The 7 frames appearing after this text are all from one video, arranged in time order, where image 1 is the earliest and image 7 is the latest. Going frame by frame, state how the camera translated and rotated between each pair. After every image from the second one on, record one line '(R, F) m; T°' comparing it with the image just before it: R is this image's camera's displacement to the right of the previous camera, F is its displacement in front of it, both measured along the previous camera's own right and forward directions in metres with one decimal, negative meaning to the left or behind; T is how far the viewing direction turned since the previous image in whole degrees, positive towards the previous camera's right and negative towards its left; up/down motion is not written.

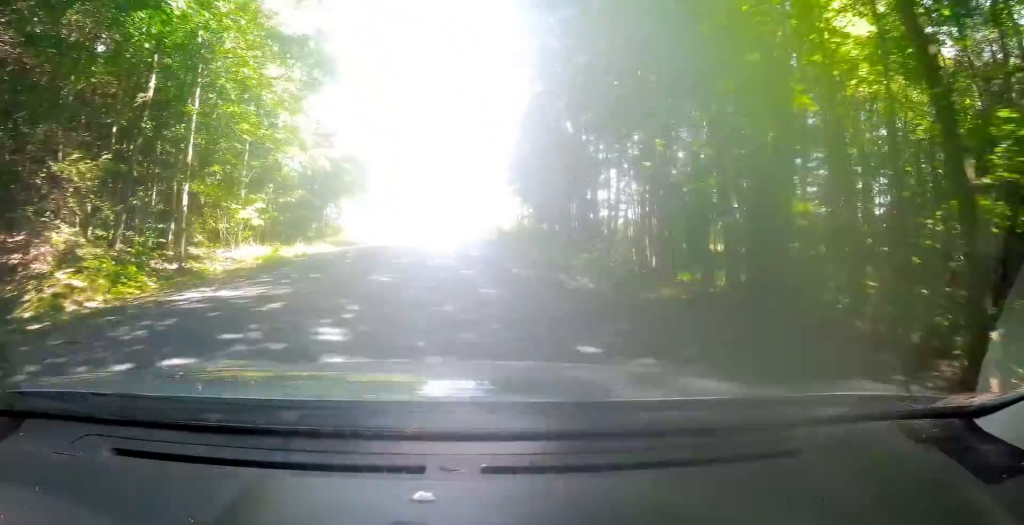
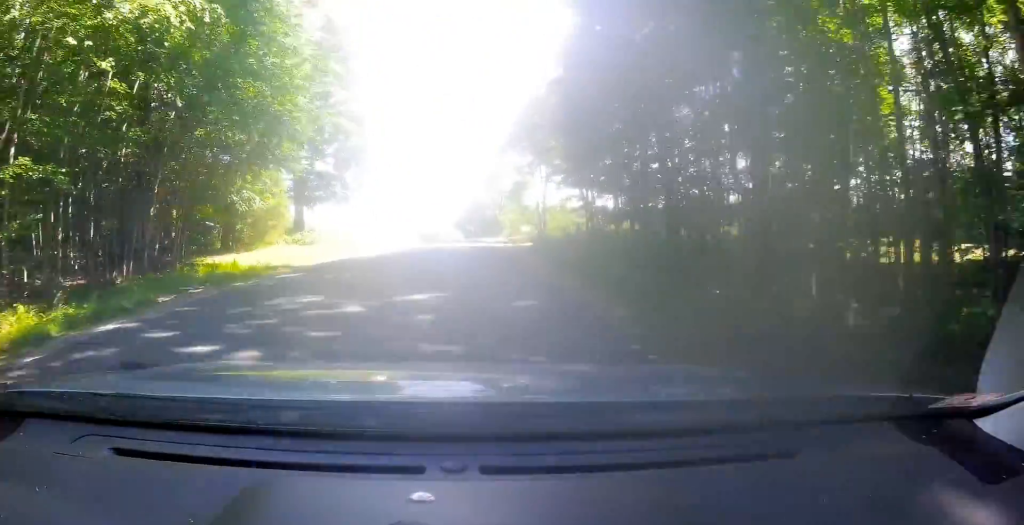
(+0.6, +23.8) m; +2°
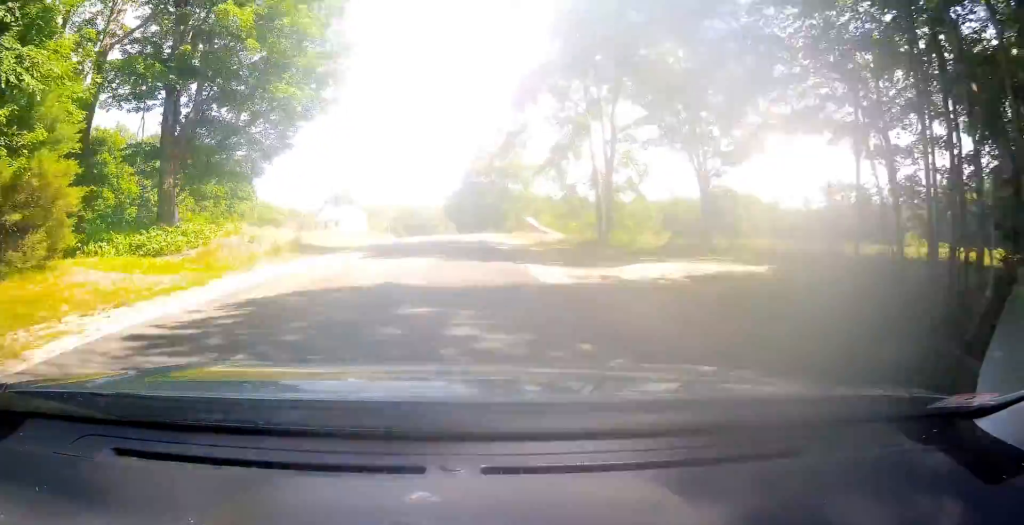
(+0.3, +21.8) m; +2°
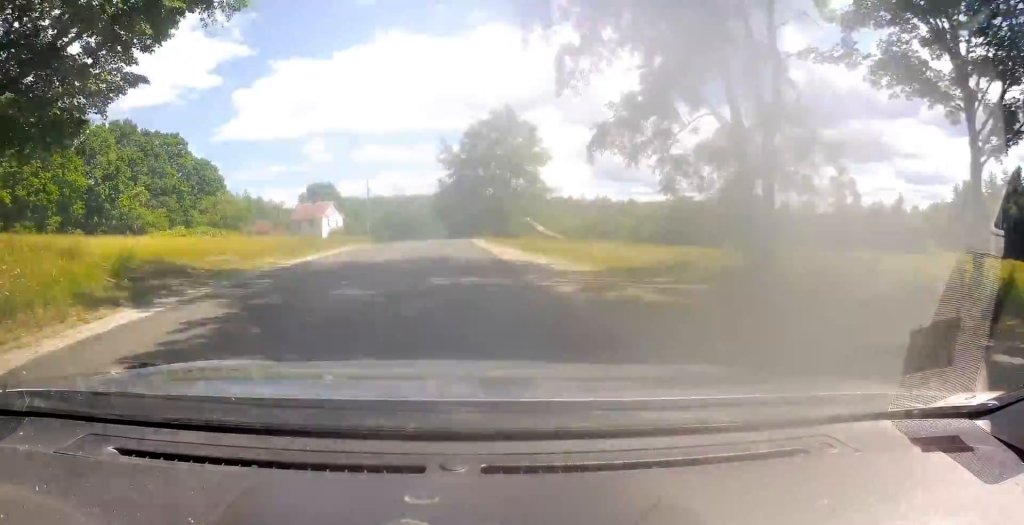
(+0.1, +14.4) m; 0°
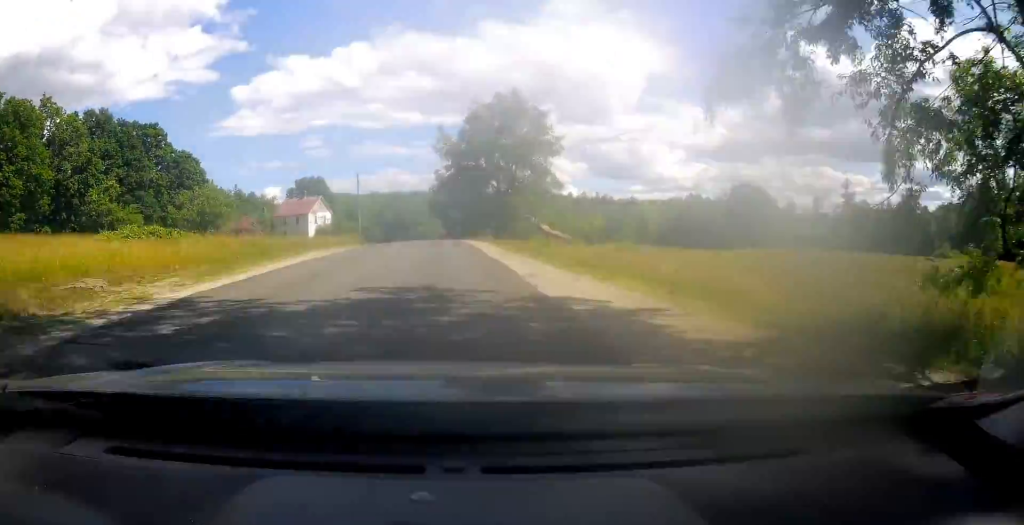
(0.0, +7.8) m; -1°
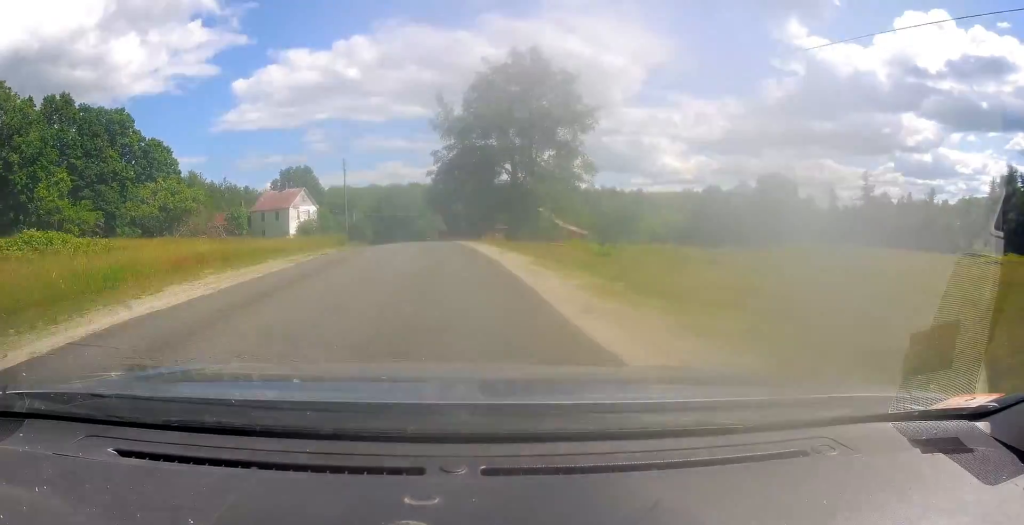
(-0.1, +13.9) m; 0°
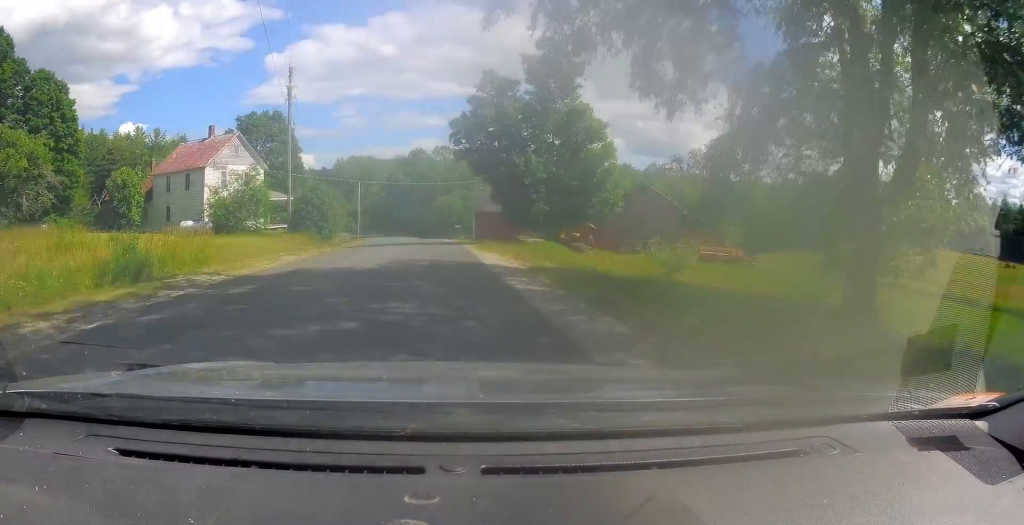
(-0.1, +40.8) m; -1°
